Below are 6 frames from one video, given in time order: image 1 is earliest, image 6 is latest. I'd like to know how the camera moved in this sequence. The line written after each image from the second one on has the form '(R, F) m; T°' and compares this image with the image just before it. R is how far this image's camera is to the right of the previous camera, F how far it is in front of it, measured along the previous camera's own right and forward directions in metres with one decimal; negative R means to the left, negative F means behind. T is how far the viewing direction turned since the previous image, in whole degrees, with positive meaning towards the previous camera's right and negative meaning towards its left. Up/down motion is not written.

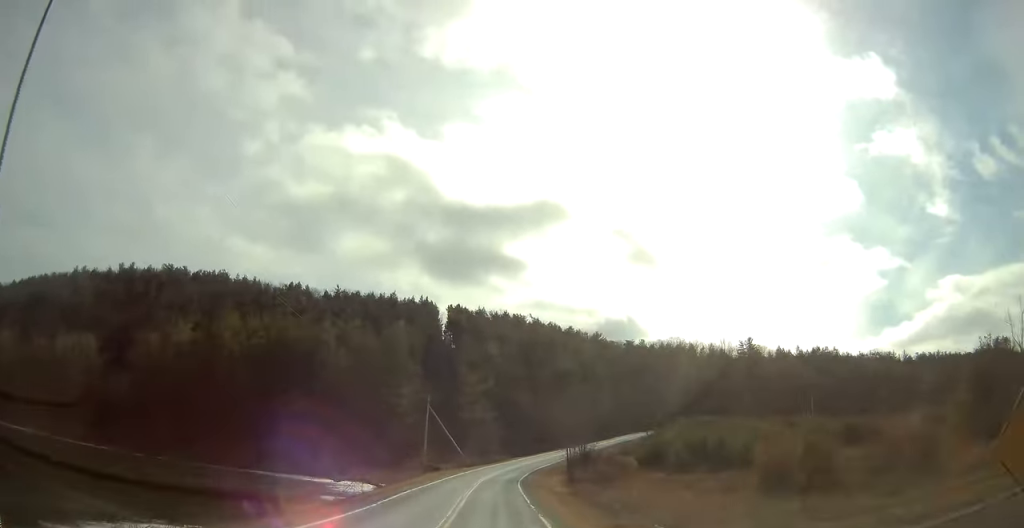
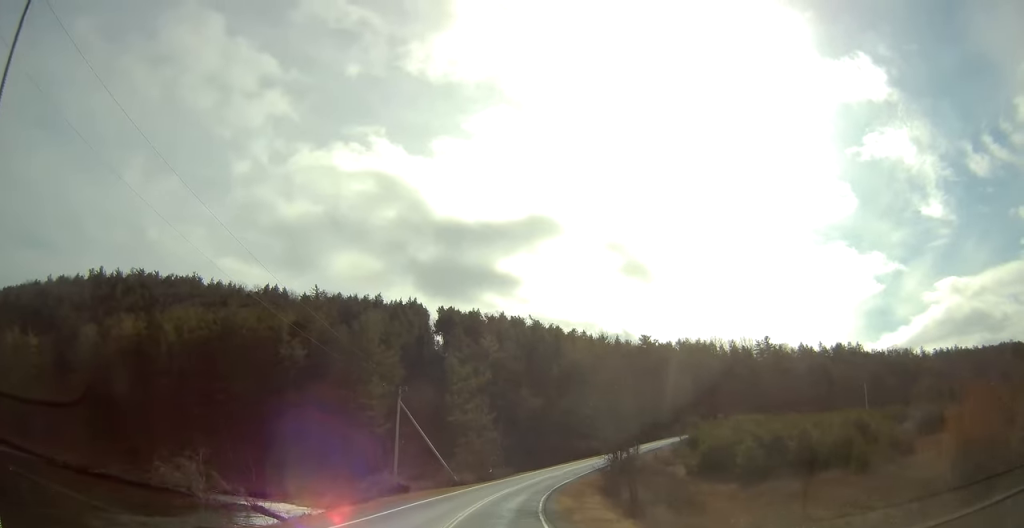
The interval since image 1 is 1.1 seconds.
(-0.1, +24.8) m; 0°
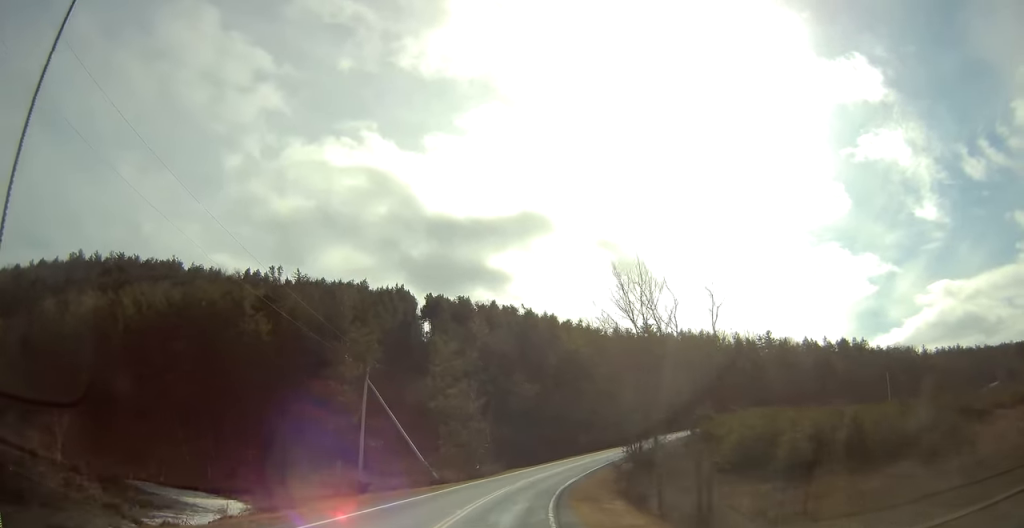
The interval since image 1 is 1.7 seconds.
(0.0, +11.8) m; +1°
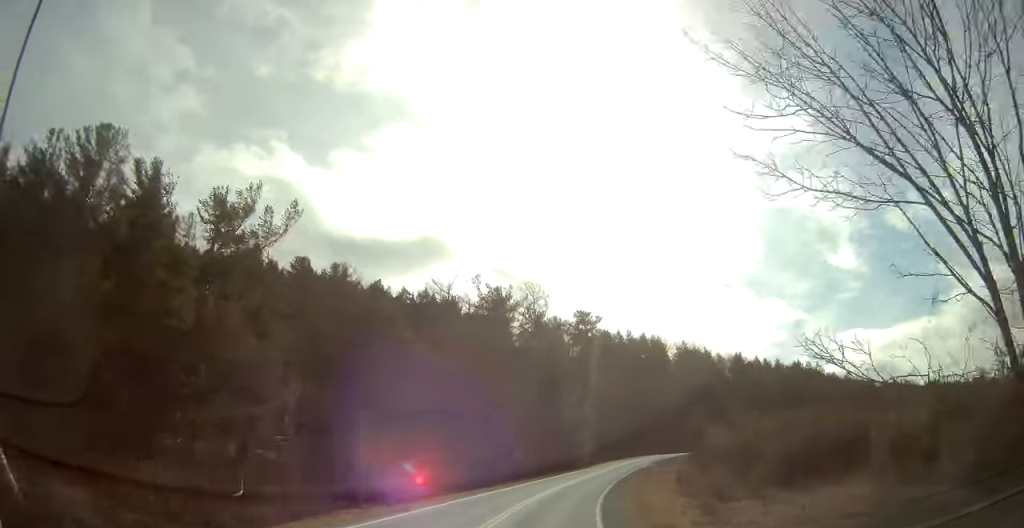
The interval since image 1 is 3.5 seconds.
(+2.2, +41.7) m; +9°
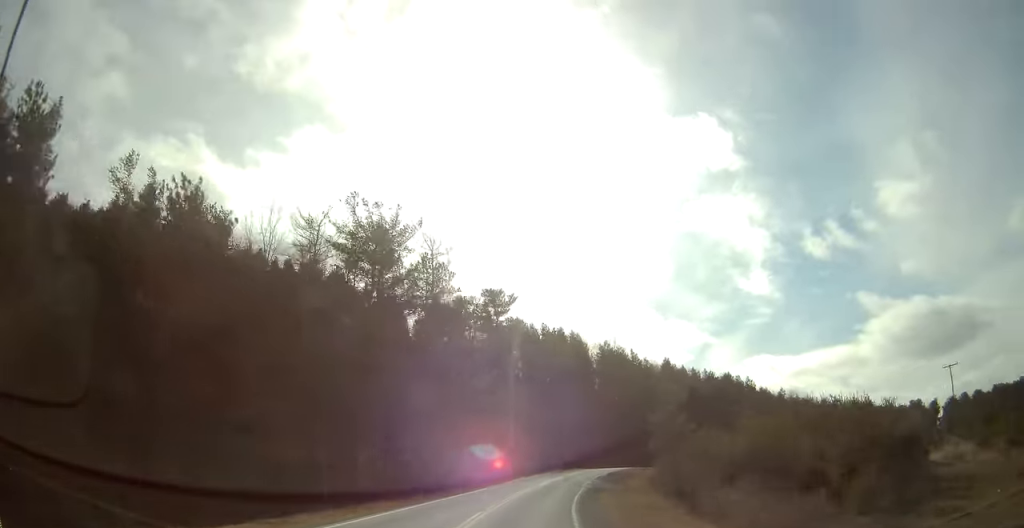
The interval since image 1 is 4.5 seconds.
(+1.3, +21.9) m; +7°
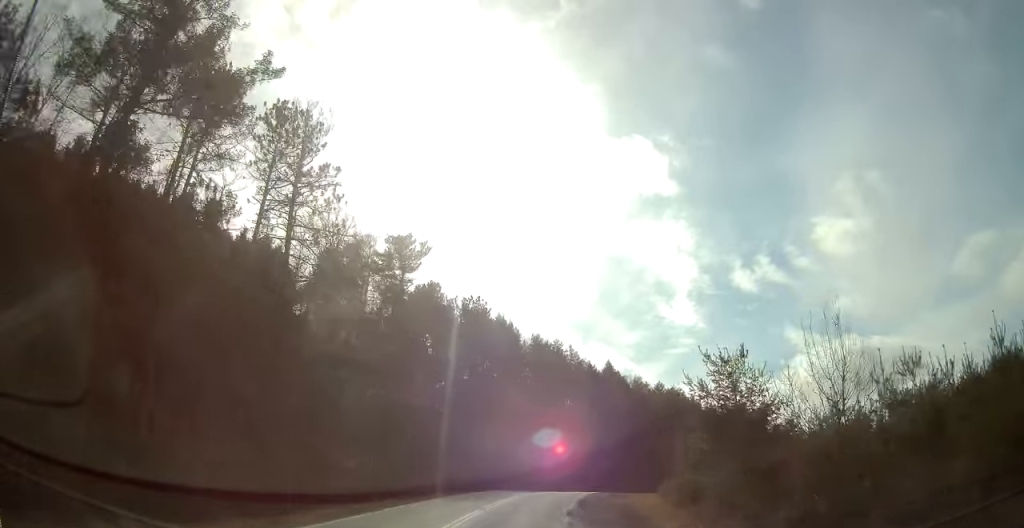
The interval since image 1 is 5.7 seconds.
(+1.9, +26.3) m; +9°
